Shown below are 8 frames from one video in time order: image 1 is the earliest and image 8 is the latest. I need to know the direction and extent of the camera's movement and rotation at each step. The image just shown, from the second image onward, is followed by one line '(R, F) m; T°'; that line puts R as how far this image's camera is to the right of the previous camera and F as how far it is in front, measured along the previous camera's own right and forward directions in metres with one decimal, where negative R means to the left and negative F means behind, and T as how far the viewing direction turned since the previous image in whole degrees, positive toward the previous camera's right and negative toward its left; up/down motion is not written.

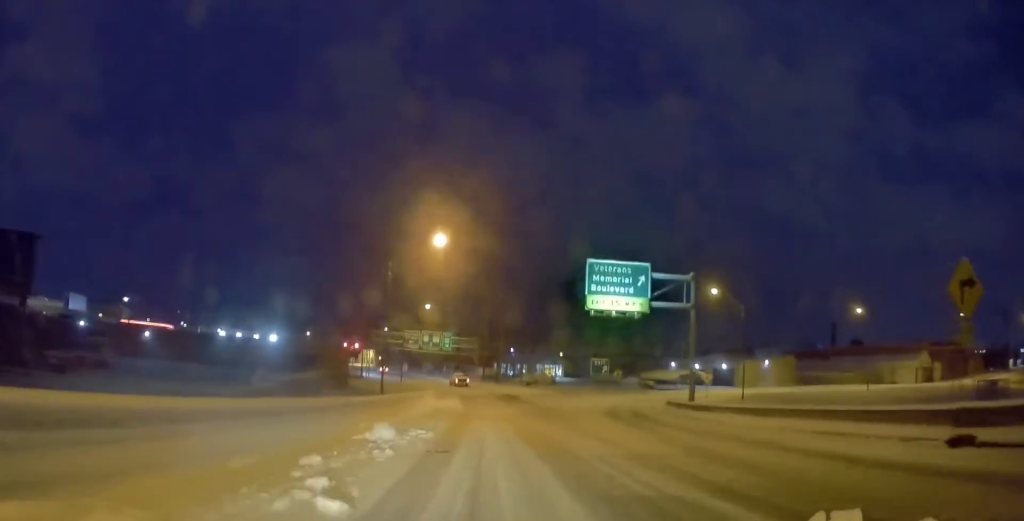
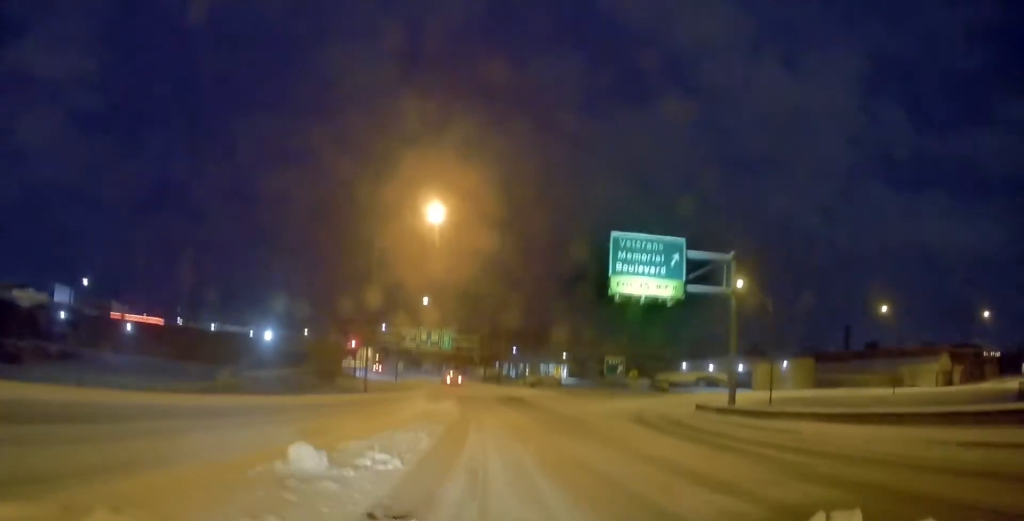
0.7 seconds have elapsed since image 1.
(0.0, +6.5) m; -1°
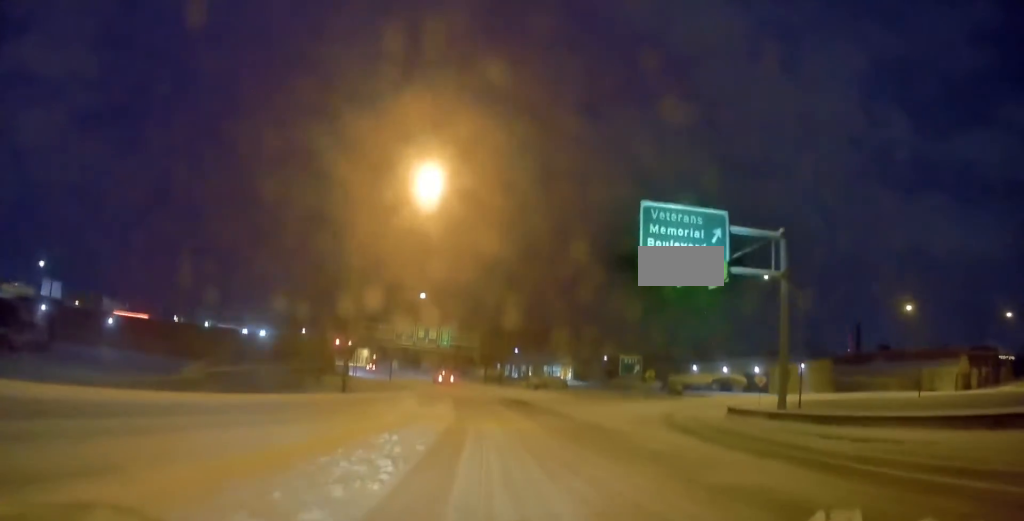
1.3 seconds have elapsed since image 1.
(-0.1, +5.8) m; -1°
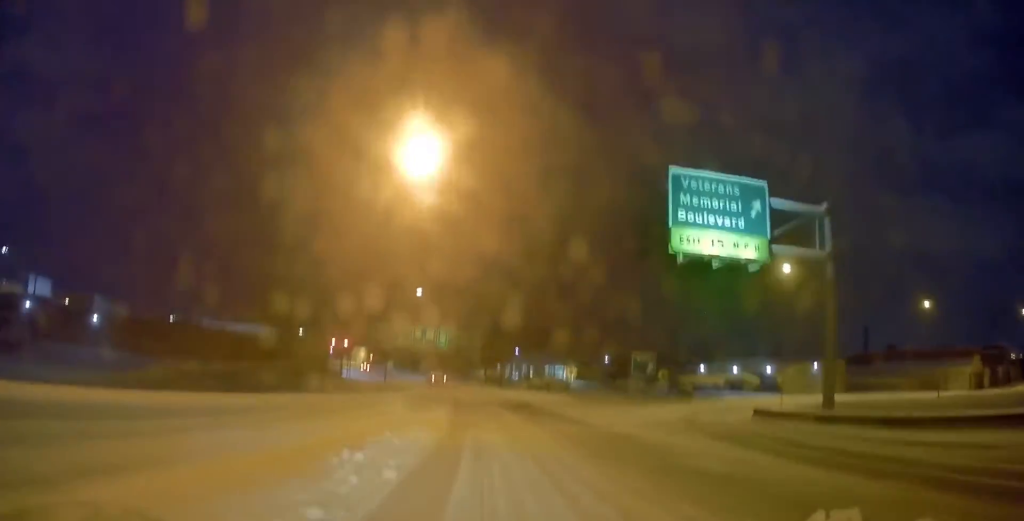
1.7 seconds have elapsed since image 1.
(-0.1, +4.2) m; +1°
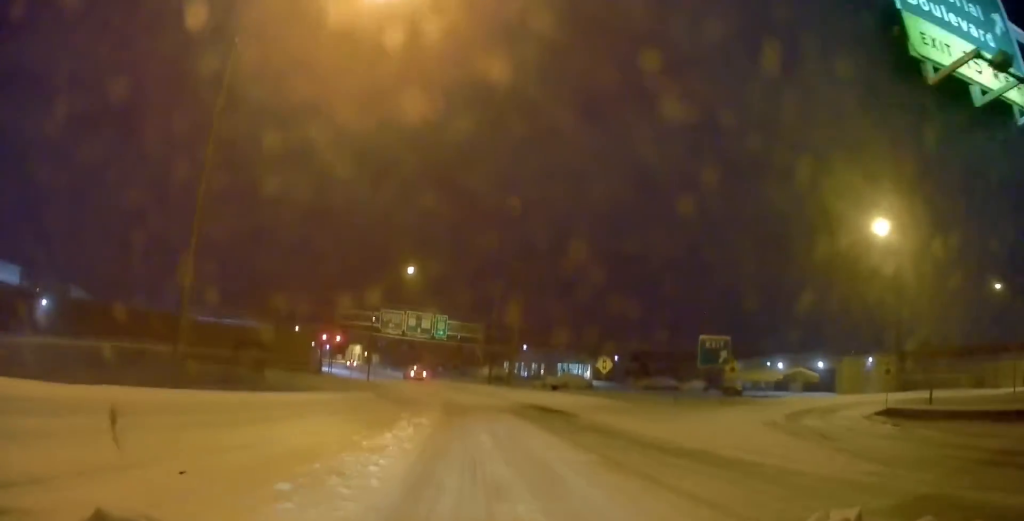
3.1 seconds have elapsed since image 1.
(+0.5, +13.9) m; -1°
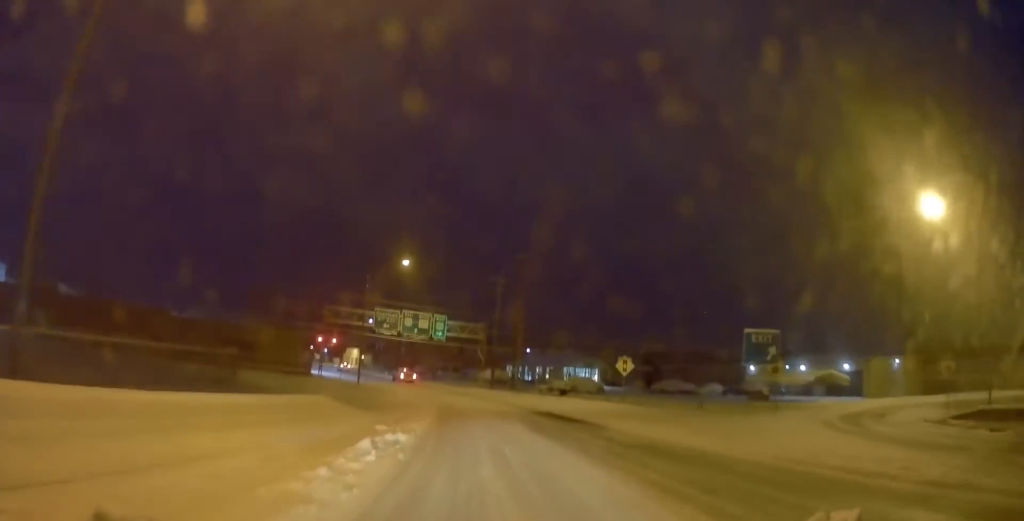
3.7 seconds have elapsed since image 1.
(-0.4, +5.7) m; -2°
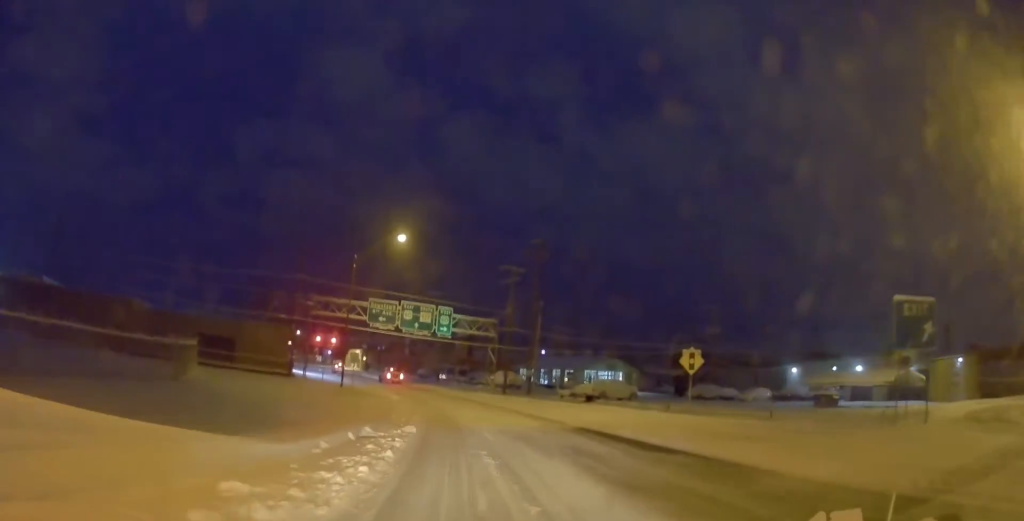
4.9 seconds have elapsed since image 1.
(-0.2, +10.5) m; +1°
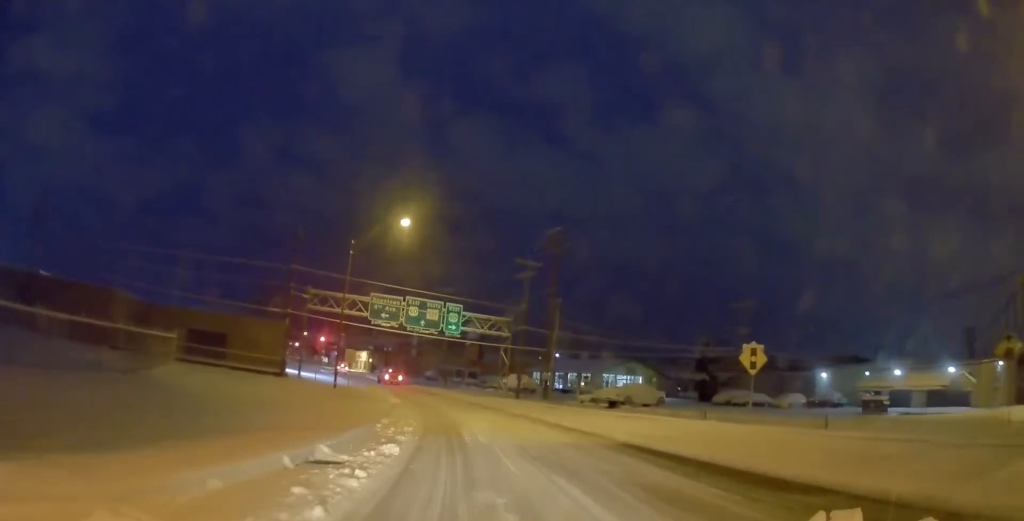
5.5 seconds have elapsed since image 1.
(+0.1, +5.4) m; +1°
